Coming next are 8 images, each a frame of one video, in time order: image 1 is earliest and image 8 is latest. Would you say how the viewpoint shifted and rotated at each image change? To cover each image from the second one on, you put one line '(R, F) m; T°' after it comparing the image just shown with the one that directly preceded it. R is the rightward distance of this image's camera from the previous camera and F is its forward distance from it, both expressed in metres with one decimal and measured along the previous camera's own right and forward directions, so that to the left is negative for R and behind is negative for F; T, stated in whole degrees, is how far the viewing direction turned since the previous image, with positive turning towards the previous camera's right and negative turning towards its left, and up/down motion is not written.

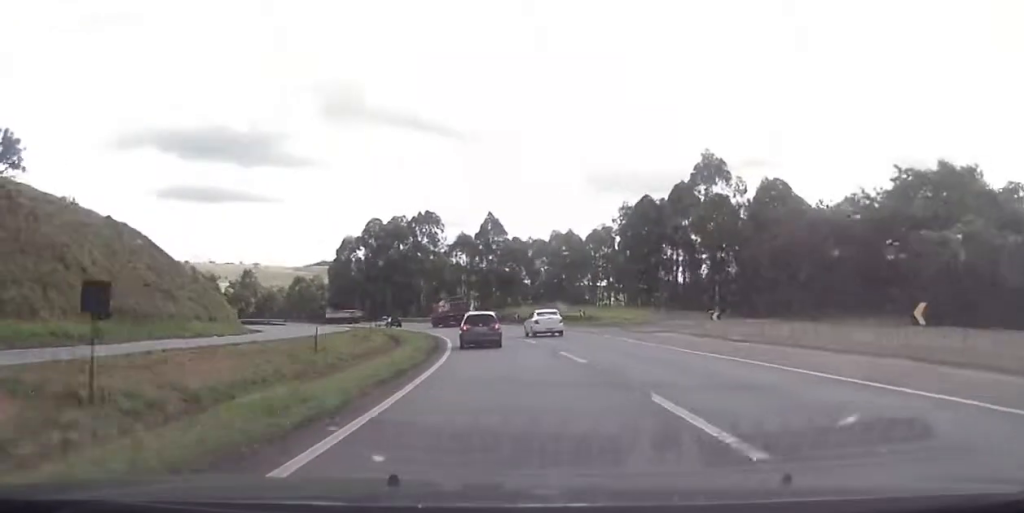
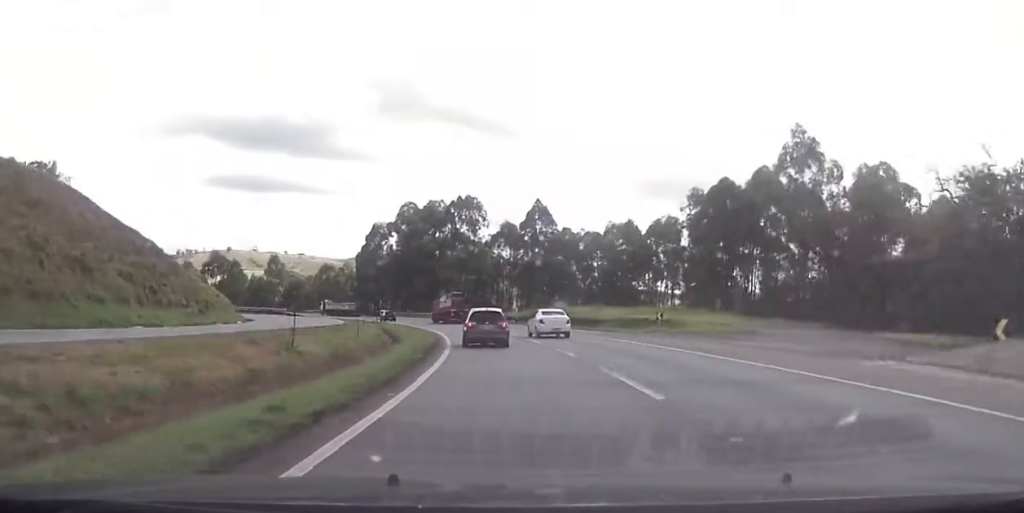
(-0.4, +19.0) m; -3°
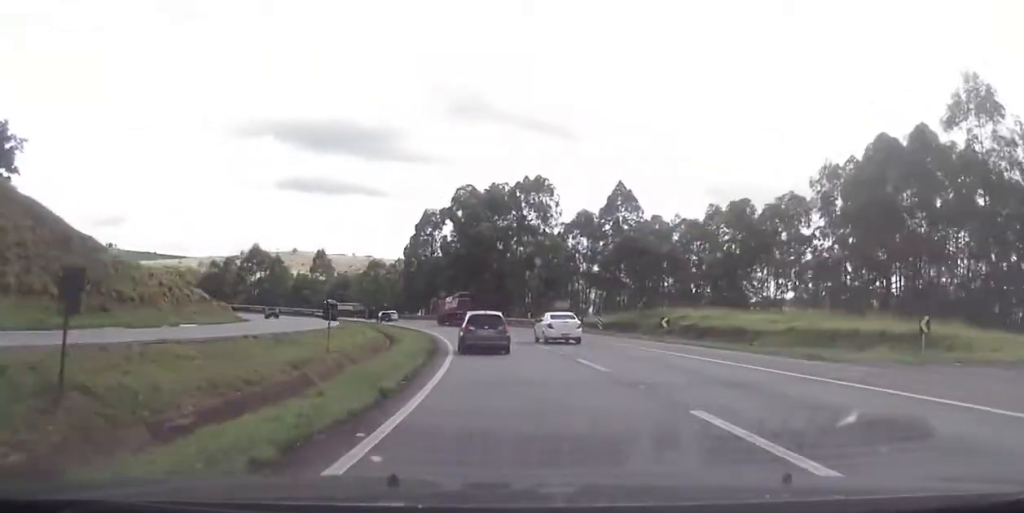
(-1.1, +26.9) m; -6°
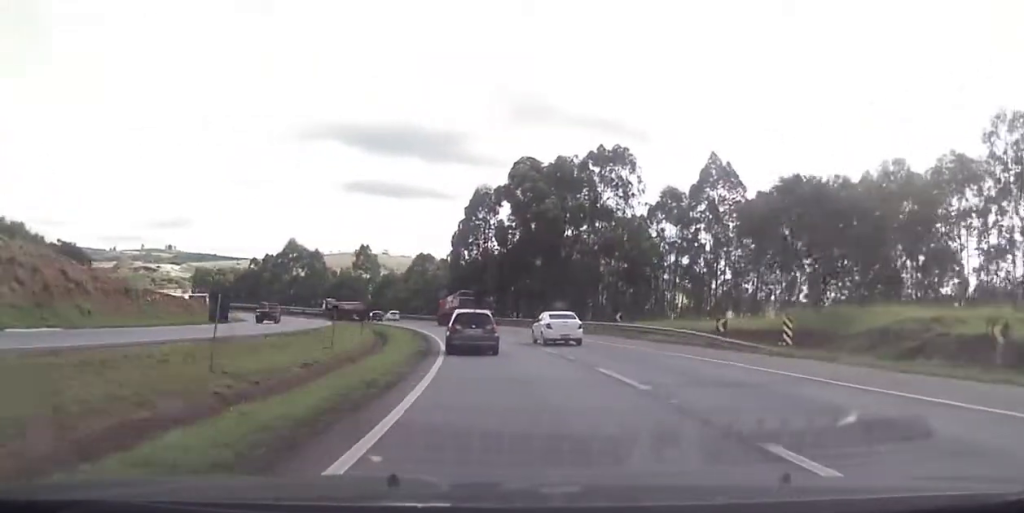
(-1.5, +25.2) m; -8°
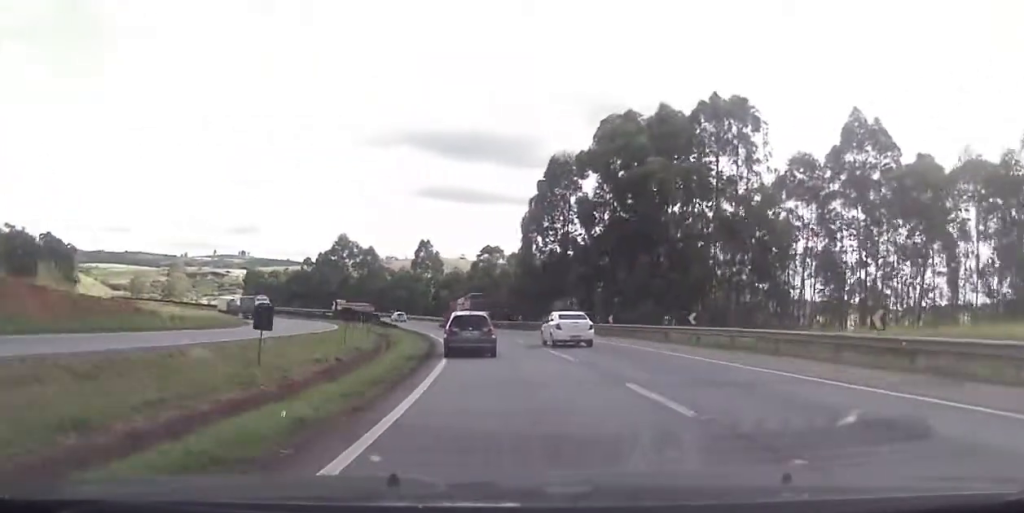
(-1.9, +26.1) m; -2°
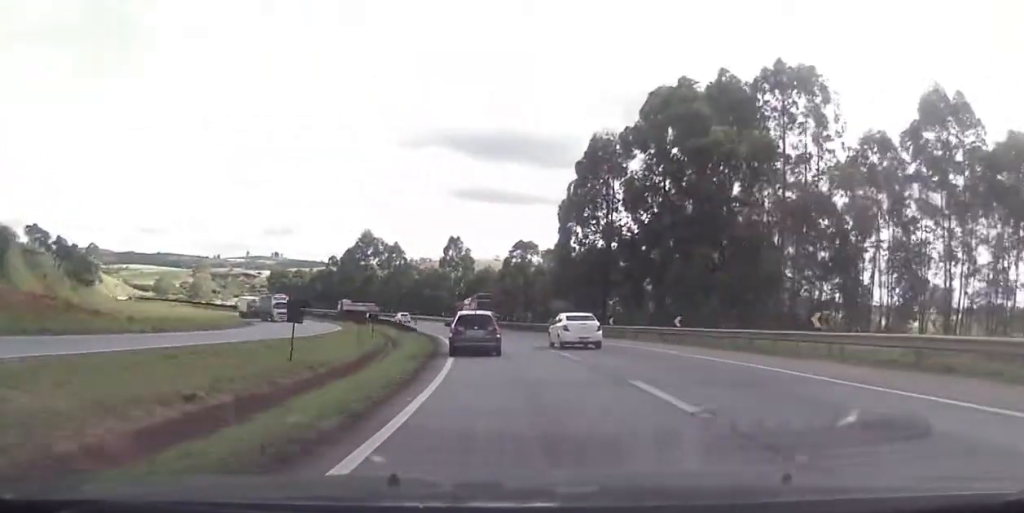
(+0.4, +11.2) m; -3°
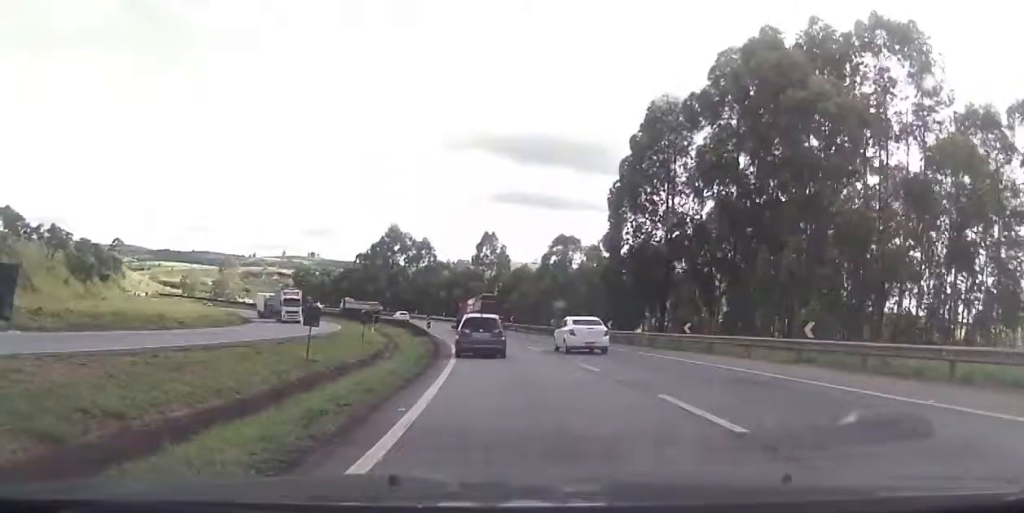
(+1.5, +13.4) m; -4°
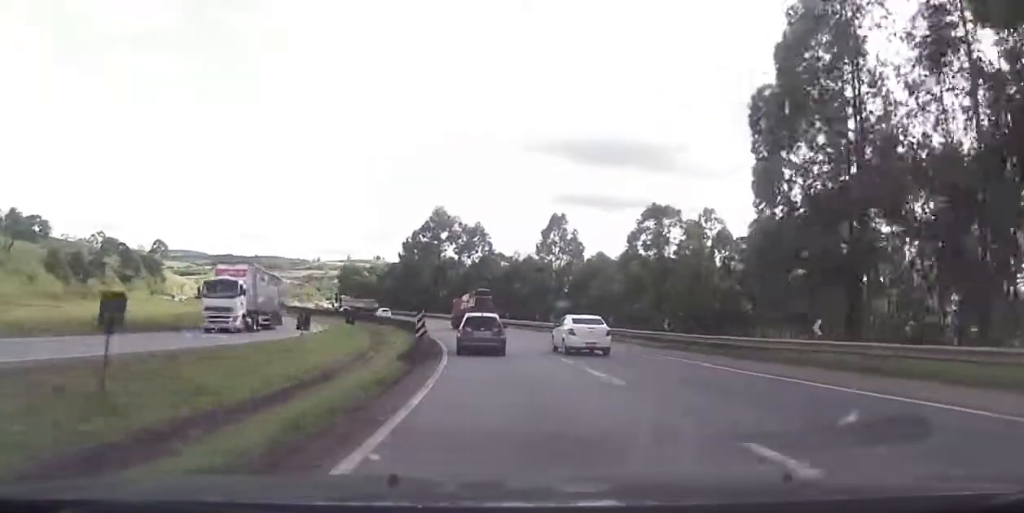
(-5.0, +27.1) m; -13°
